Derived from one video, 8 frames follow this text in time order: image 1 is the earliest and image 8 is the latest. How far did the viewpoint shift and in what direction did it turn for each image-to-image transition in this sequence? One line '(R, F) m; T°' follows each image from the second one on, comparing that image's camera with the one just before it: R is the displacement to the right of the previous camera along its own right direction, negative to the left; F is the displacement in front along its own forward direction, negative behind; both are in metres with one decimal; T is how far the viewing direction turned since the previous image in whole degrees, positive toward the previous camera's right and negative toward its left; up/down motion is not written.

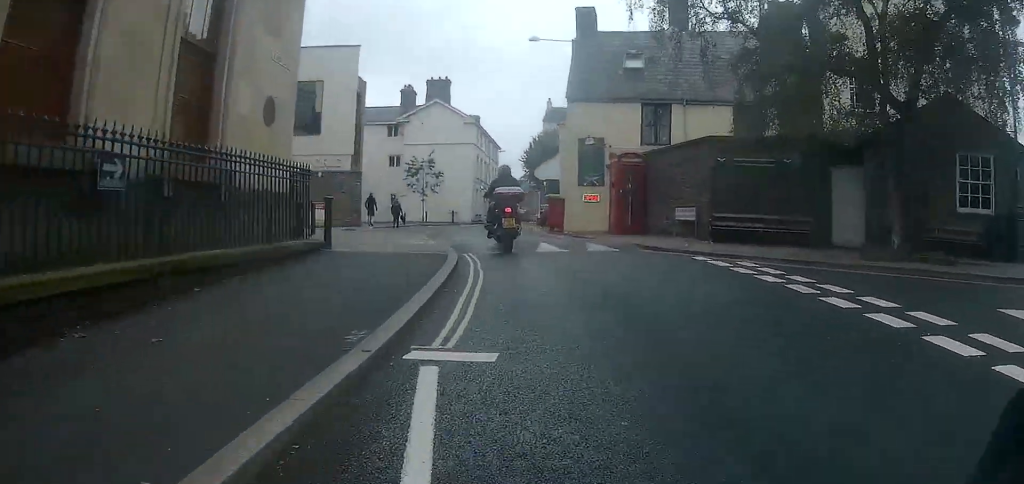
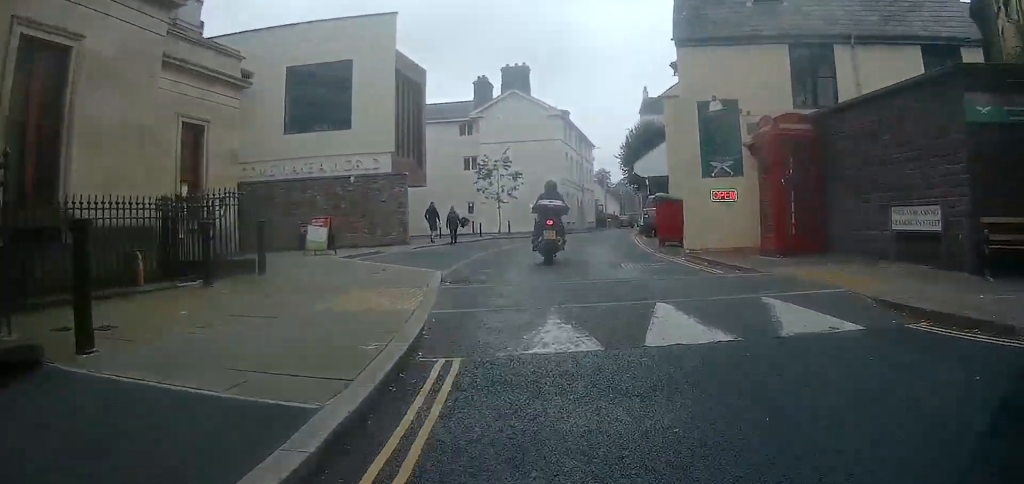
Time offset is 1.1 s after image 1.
(-0.9, +7.6) m; -7°
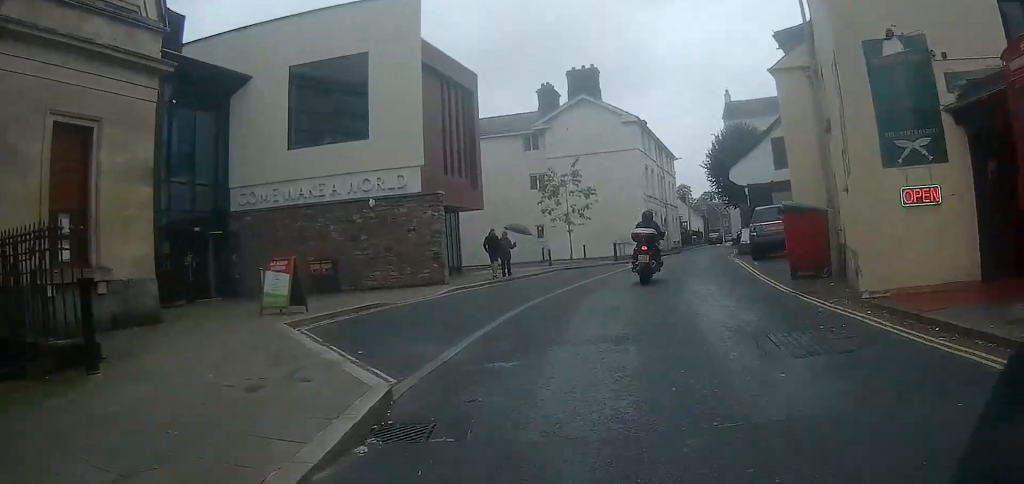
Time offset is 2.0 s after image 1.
(0.0, +6.1) m; 0°
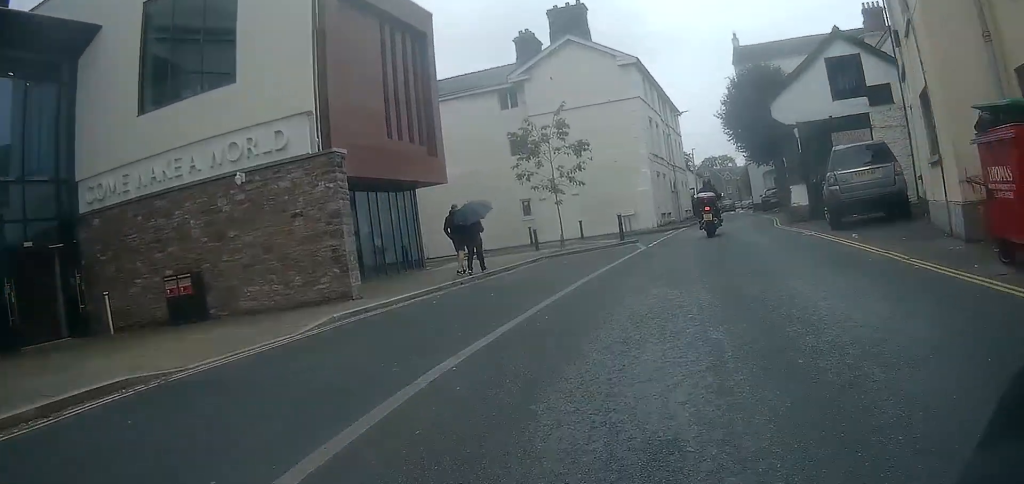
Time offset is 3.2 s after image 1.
(0.0, +8.4) m; +2°
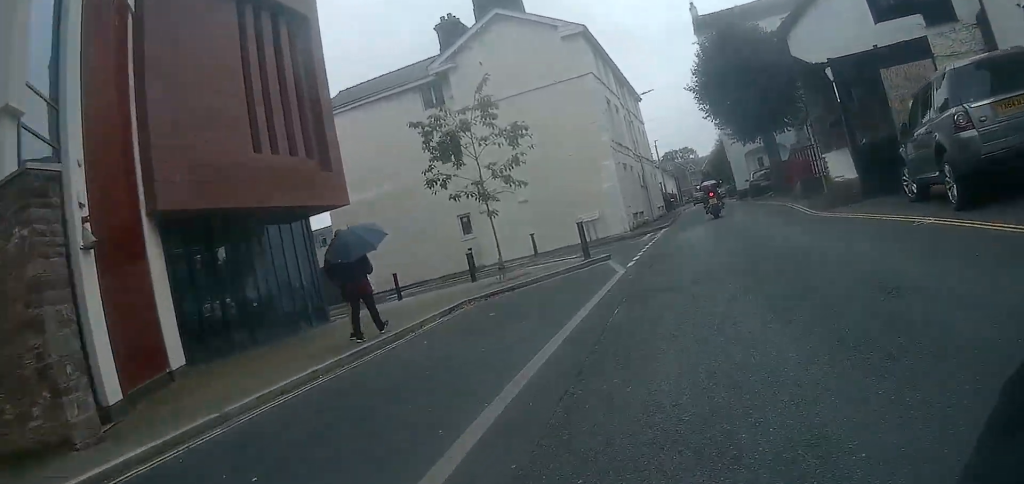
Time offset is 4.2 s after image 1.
(+0.3, +7.1) m; +3°
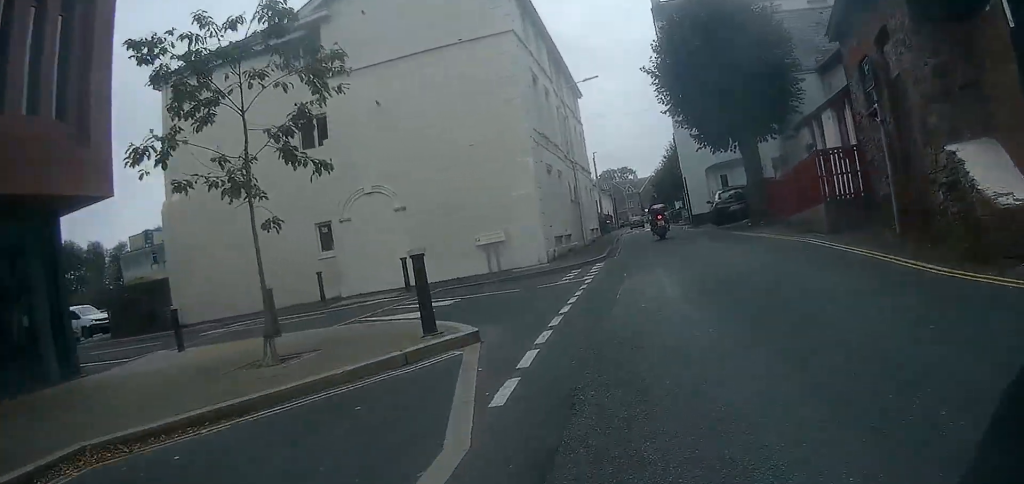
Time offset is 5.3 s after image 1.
(+0.1, +8.4) m; +6°
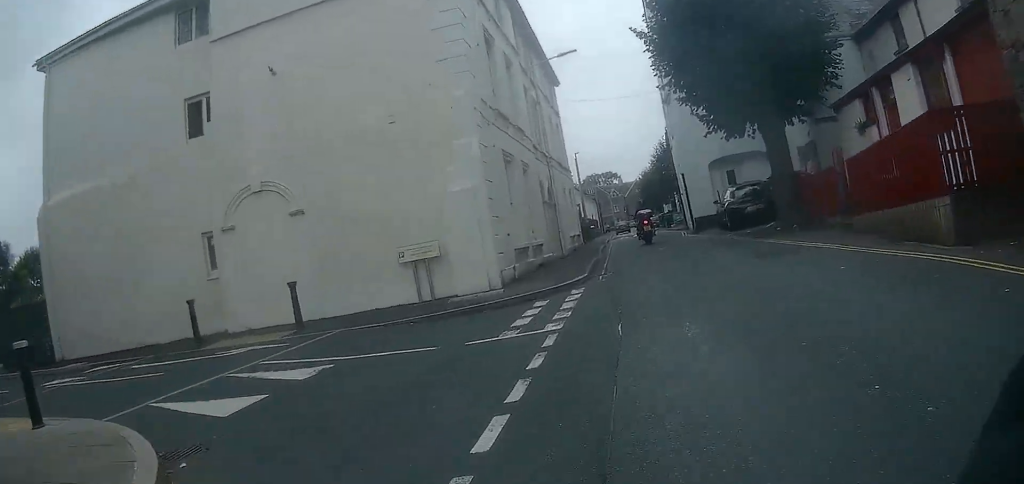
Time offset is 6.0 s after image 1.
(+0.4, +5.8) m; +2°
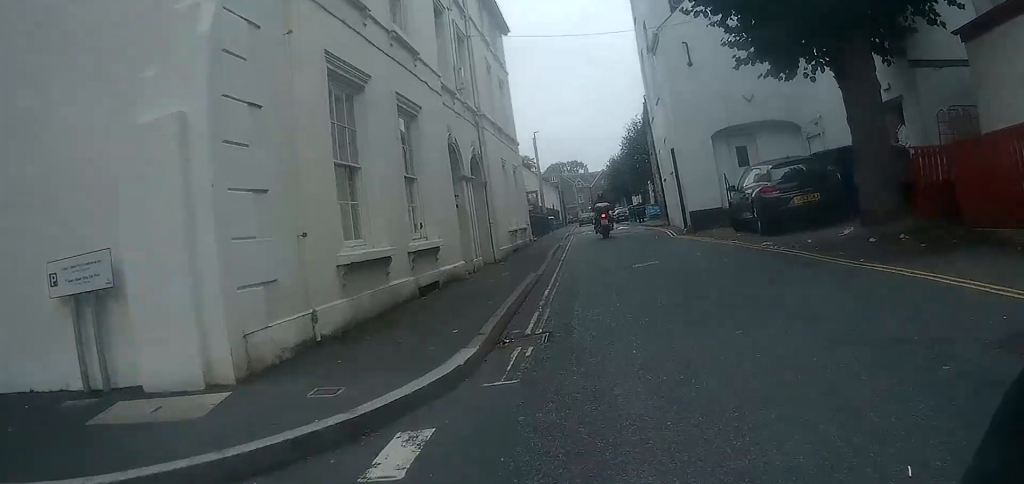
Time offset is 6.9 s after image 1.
(+0.2, +8.0) m; 0°
